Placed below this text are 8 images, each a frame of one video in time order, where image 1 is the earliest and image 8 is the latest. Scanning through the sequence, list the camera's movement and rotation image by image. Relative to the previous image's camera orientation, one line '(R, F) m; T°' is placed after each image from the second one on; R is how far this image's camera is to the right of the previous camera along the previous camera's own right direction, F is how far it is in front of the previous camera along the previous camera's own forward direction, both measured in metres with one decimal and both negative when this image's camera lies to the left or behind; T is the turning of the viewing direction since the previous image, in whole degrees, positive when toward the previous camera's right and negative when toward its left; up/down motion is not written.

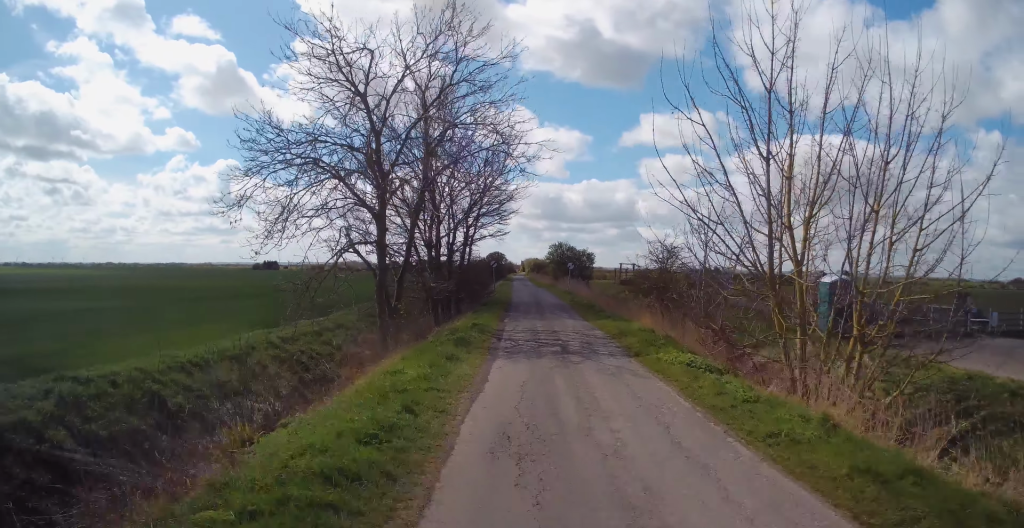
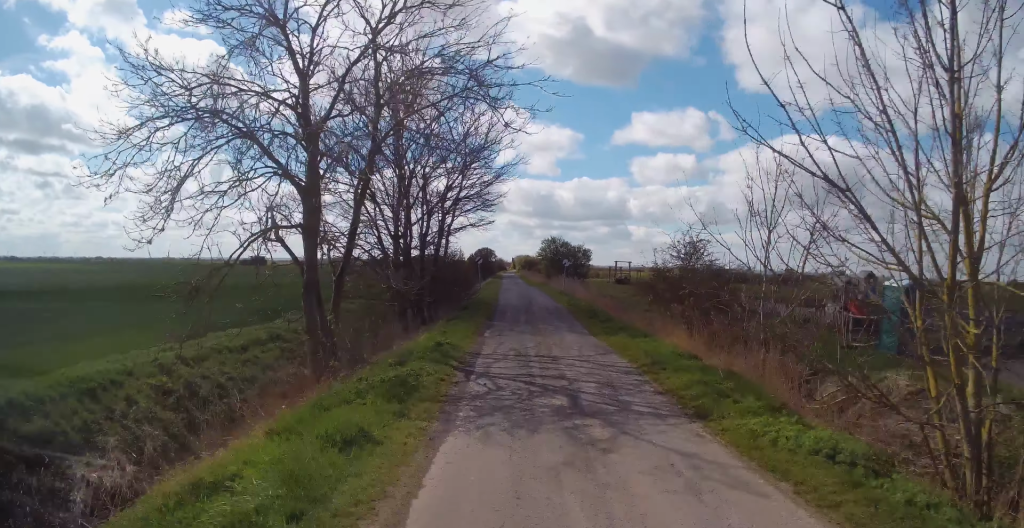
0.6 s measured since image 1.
(+0.1, +5.6) m; +2°
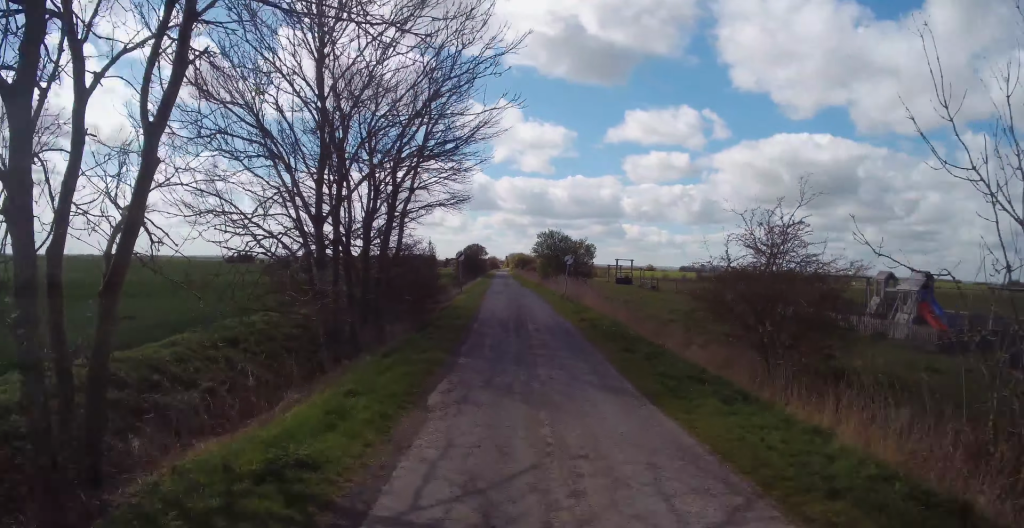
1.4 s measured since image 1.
(+0.3, +8.2) m; +2°
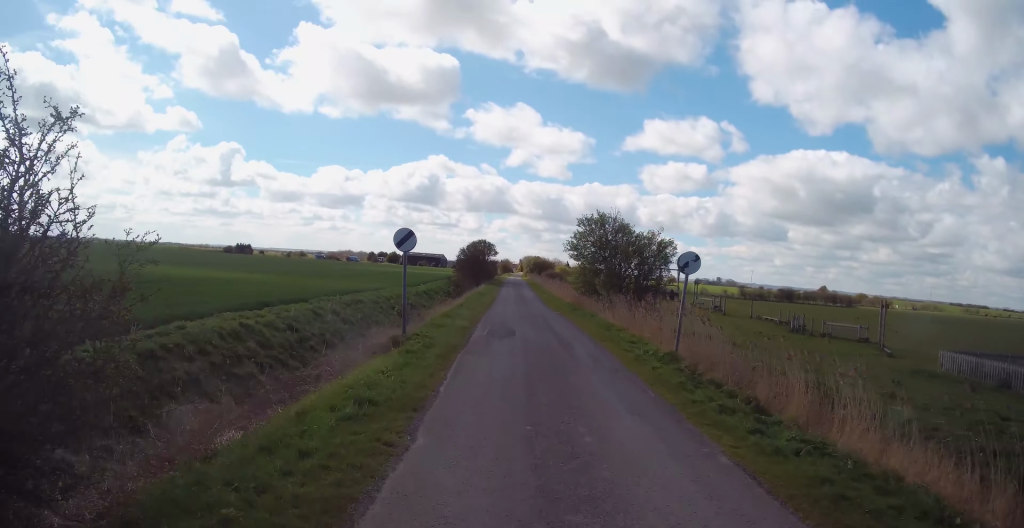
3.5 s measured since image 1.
(-0.1, +20.3) m; -2°
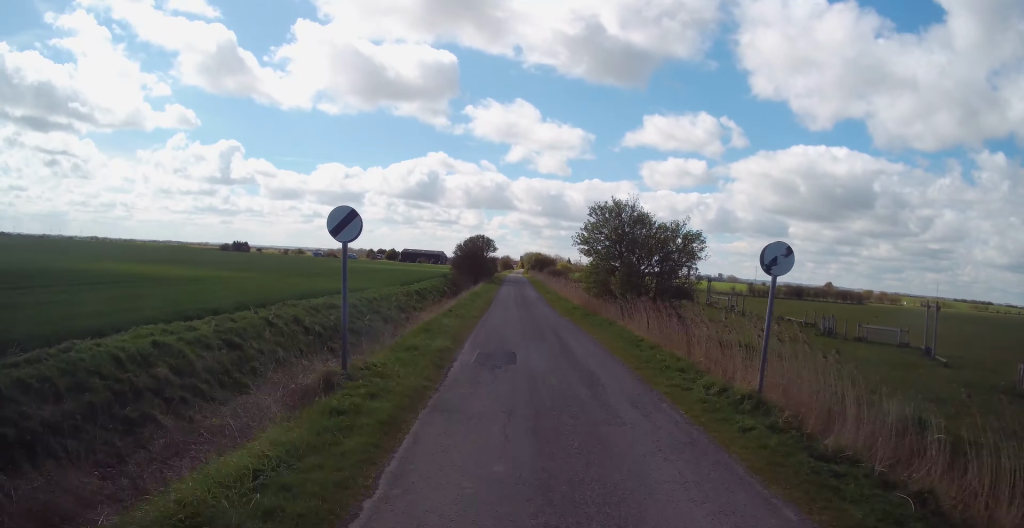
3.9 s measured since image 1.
(0.0, +4.1) m; 0°
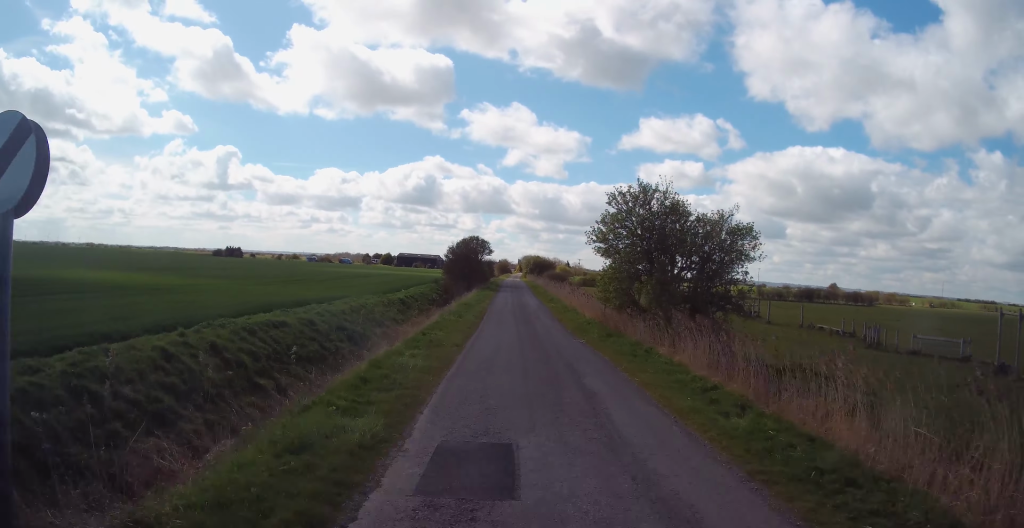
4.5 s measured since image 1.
(-0.1, +6.1) m; -1°
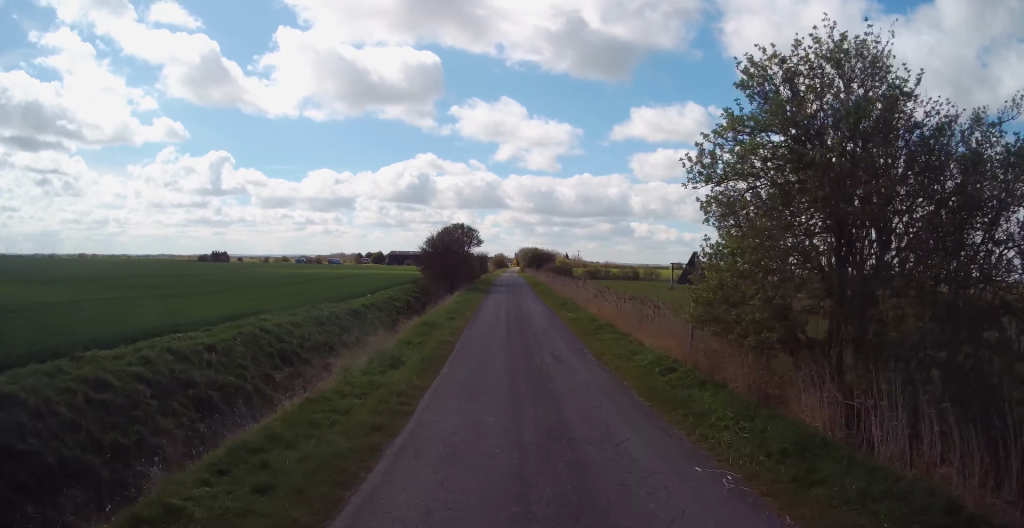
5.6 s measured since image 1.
(-0.3, +11.7) m; 0°
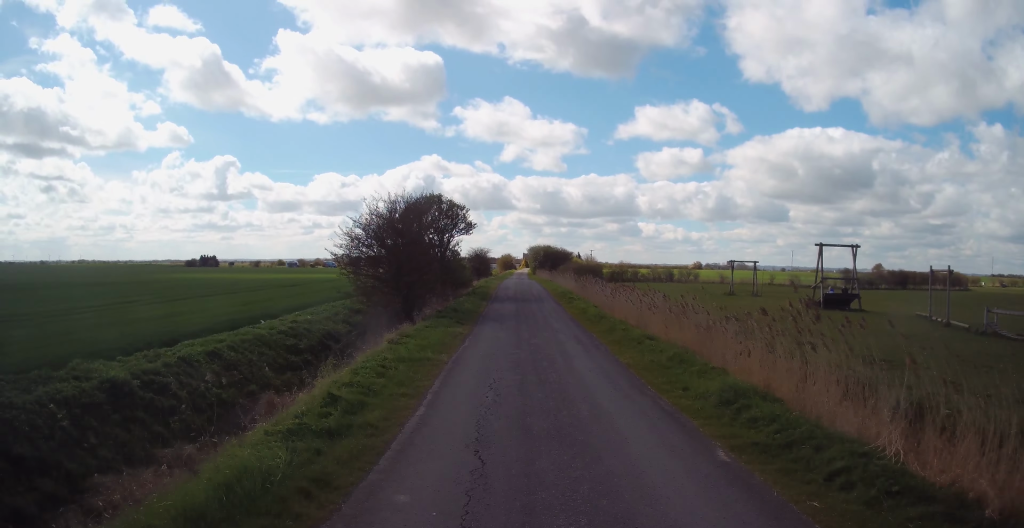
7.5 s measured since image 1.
(+0.7, +19.8) m; +1°
